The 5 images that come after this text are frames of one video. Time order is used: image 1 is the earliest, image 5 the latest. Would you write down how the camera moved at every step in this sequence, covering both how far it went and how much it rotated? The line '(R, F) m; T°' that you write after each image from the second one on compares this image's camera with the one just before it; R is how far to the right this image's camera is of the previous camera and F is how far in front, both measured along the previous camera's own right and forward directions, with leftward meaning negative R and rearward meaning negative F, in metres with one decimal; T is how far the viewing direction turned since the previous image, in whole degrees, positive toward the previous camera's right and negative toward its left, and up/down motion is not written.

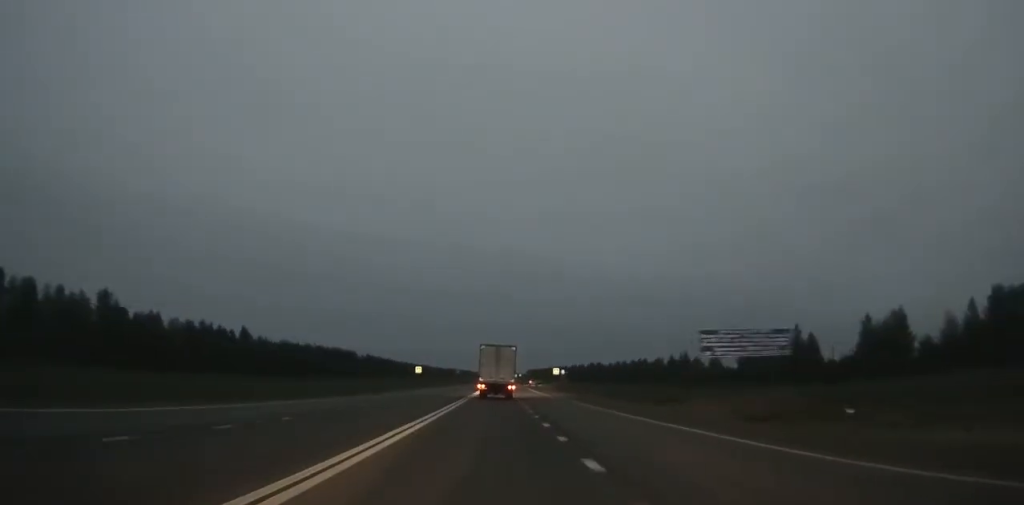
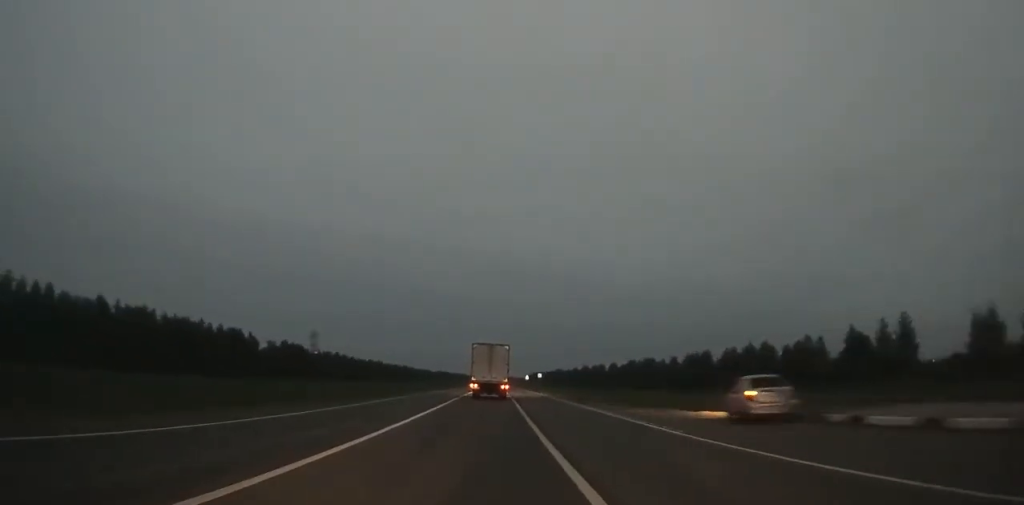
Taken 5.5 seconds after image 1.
(+0.3, +117.8) m; 0°
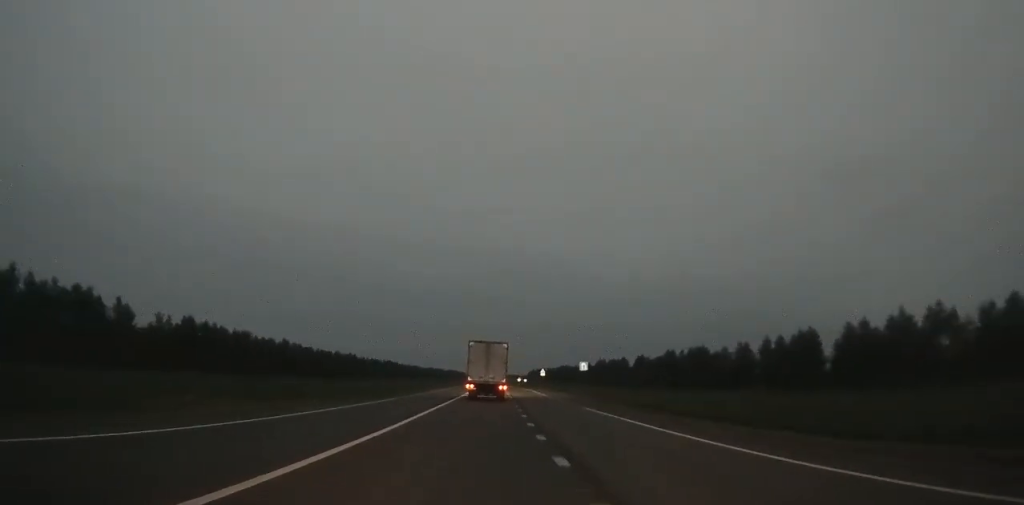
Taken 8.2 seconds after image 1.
(0.0, +60.1) m; 0°
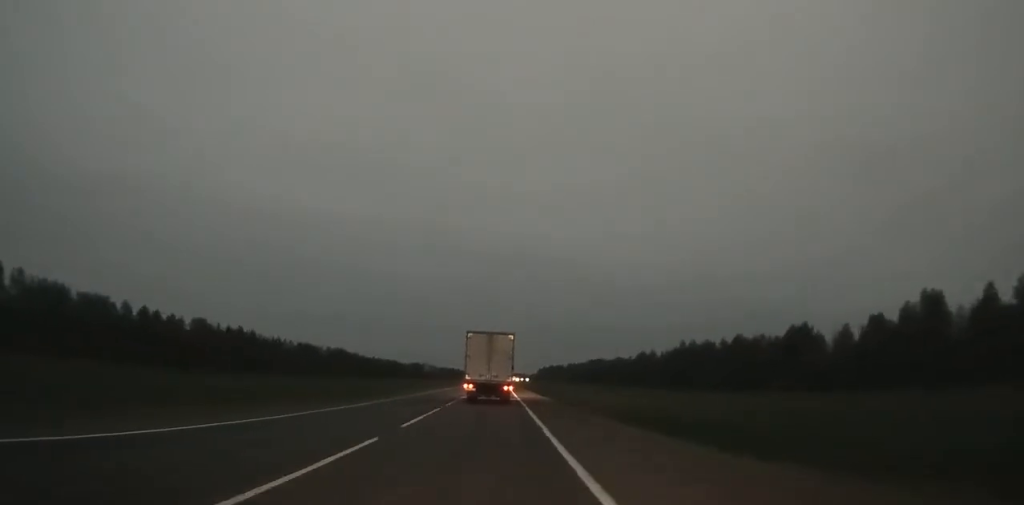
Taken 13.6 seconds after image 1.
(+0.2, +122.7) m; 0°
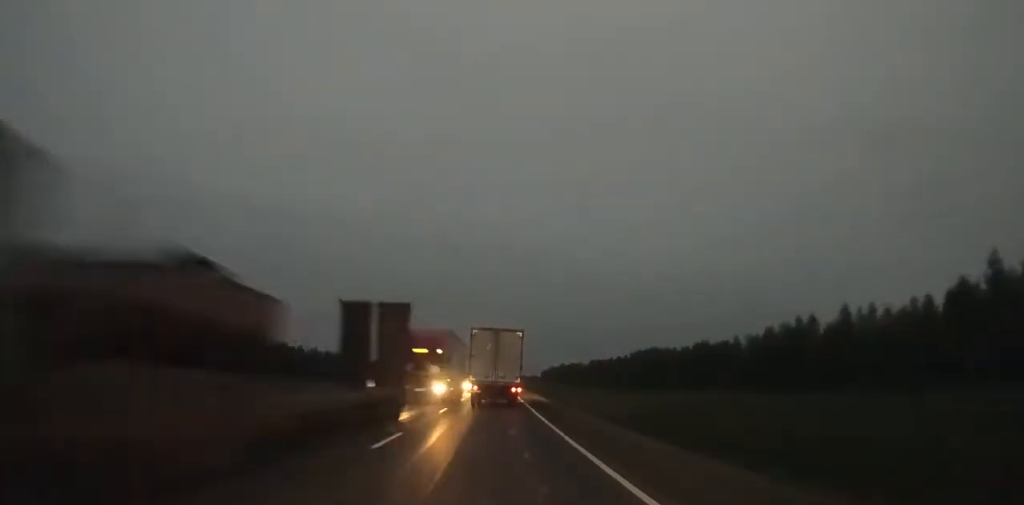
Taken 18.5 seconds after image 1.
(0.0, +111.8) m; 0°
